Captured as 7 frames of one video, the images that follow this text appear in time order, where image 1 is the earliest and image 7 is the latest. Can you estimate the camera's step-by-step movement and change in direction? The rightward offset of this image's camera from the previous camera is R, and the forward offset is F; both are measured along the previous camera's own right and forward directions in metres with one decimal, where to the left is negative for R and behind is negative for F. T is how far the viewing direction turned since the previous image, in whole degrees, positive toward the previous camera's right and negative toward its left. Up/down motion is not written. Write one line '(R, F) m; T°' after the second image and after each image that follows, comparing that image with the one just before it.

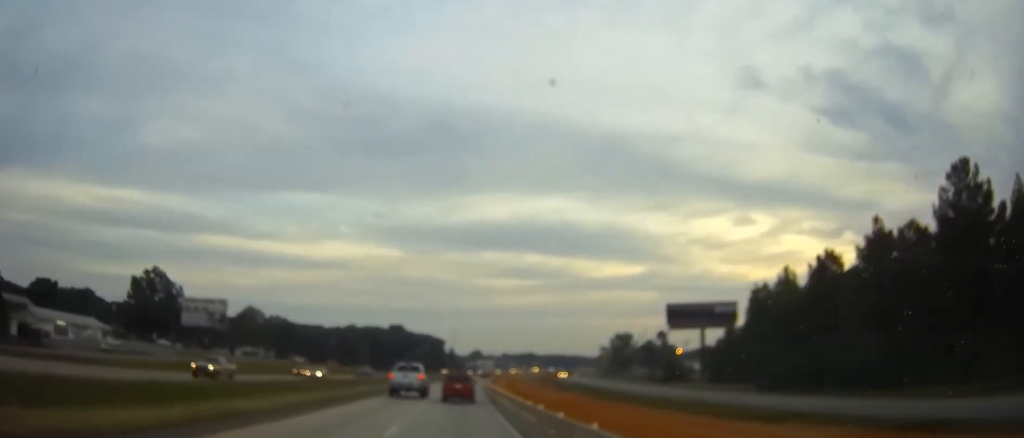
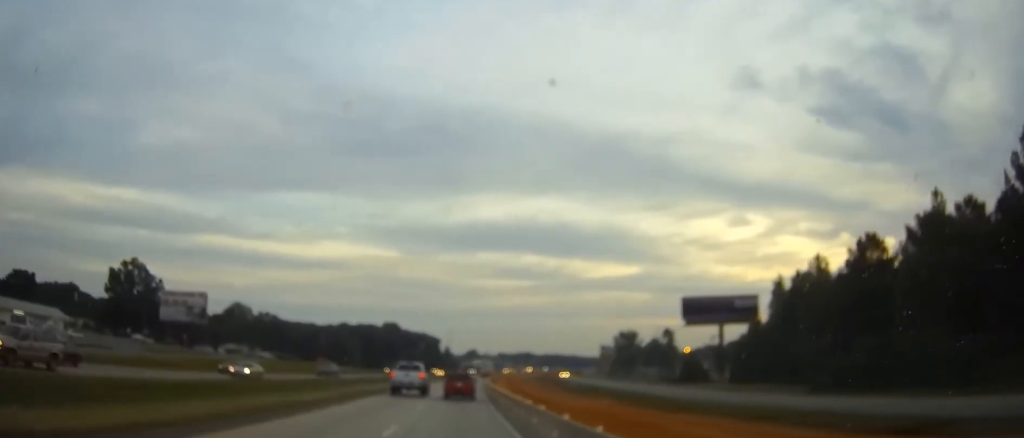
(+0.1, +12.5) m; 0°
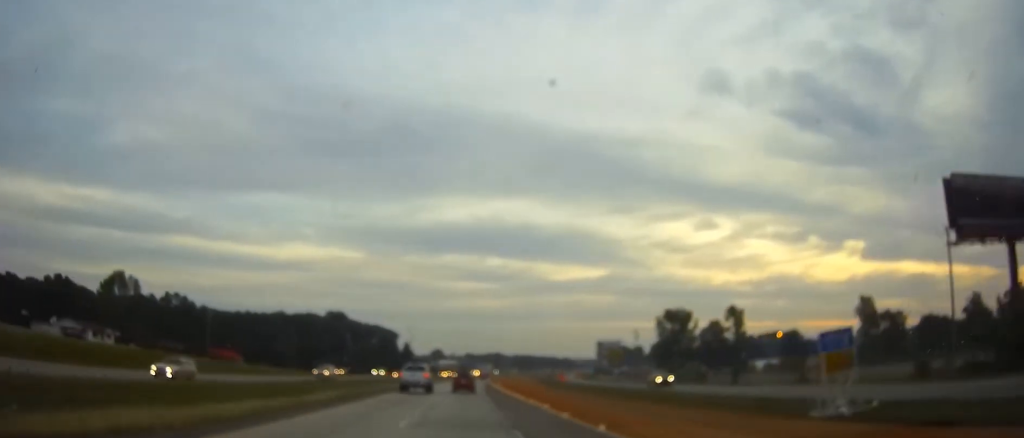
(+1.3, +83.8) m; +2°
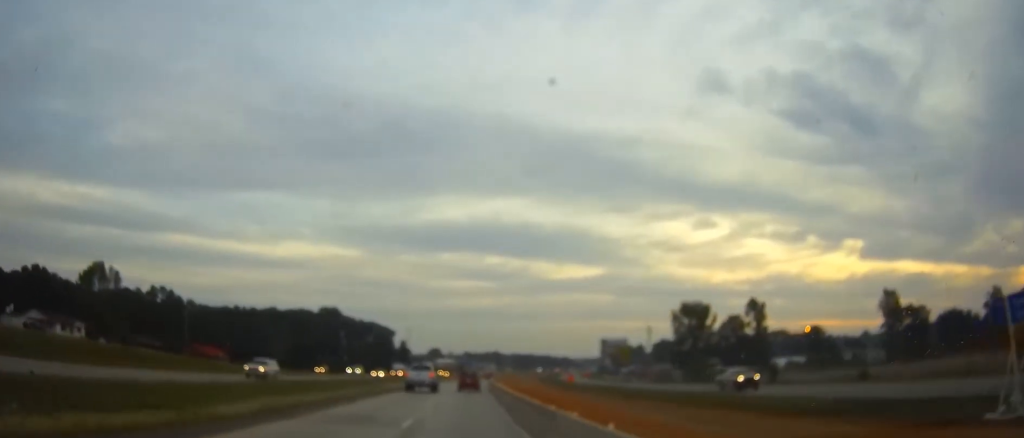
(0.0, +12.7) m; 0°
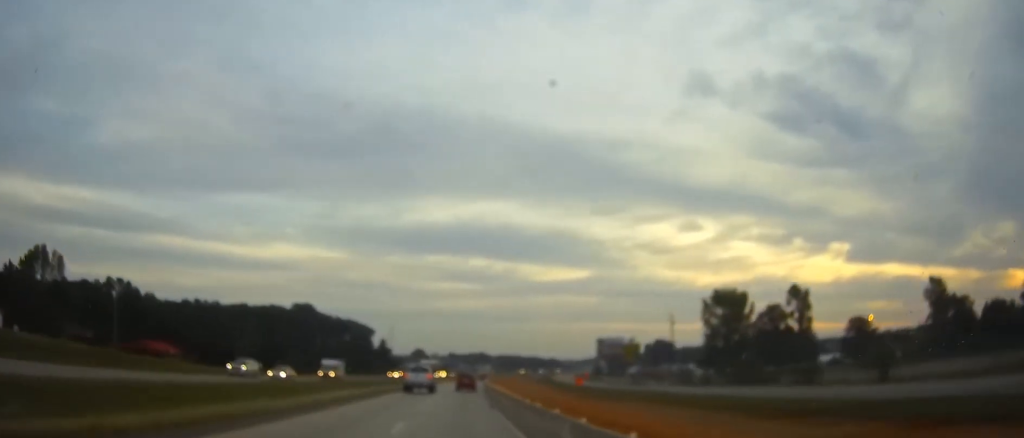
(+0.3, +26.3) m; +1°
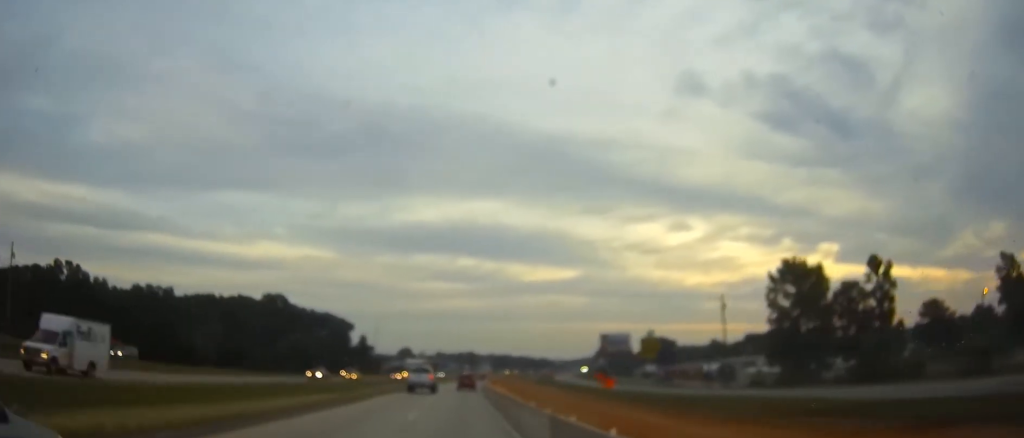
(+0.5, +29.9) m; +1°
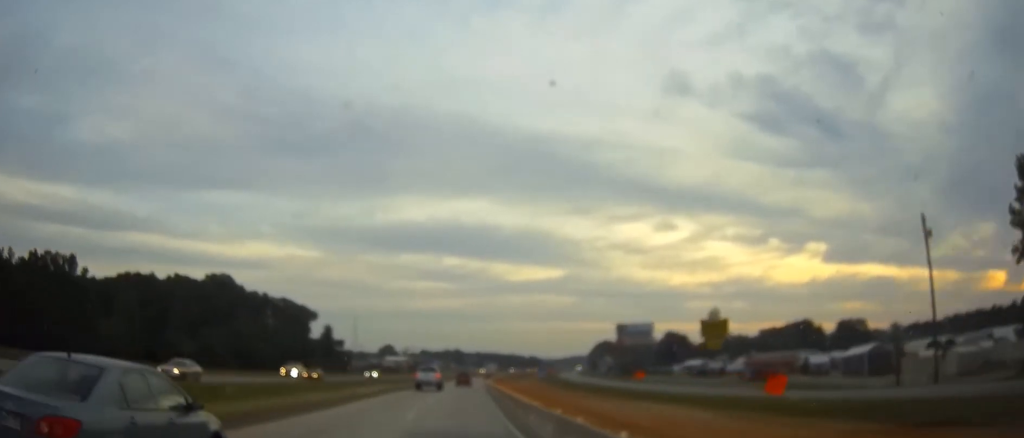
(+0.4, +49.9) m; +1°
